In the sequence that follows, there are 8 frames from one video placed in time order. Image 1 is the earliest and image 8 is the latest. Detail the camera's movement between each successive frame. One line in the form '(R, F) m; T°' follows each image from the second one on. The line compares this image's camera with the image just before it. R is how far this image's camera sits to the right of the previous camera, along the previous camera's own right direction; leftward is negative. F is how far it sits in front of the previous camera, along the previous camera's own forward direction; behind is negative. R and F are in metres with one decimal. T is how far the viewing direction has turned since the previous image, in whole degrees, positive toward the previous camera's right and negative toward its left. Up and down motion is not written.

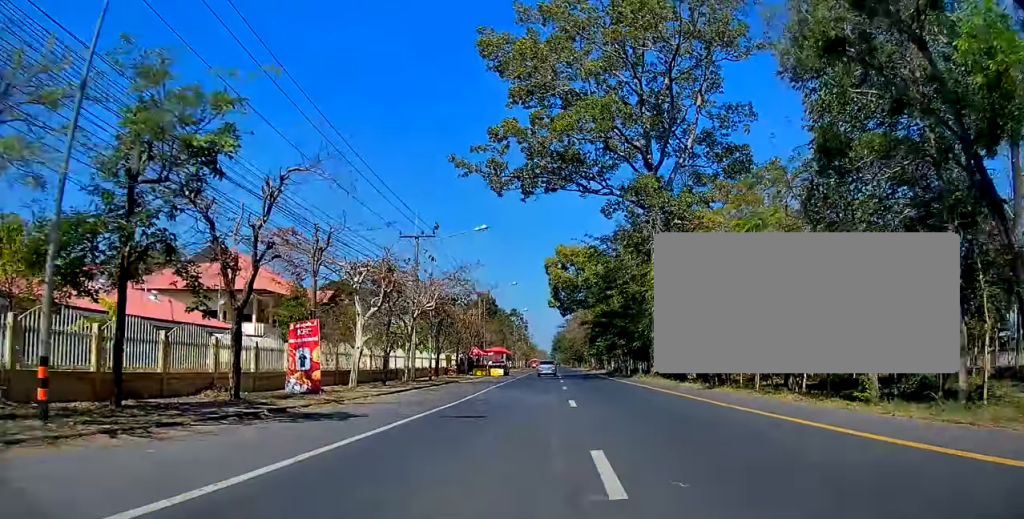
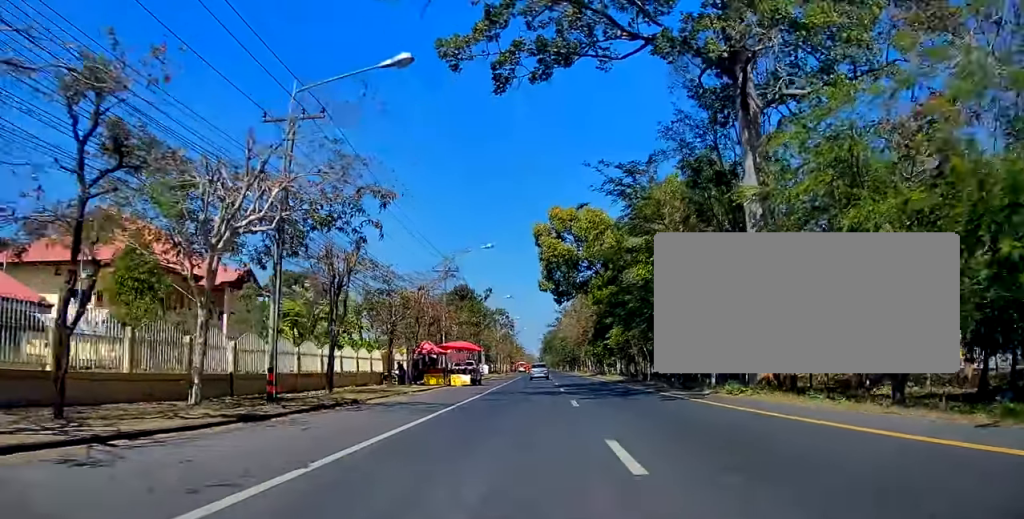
(-0.1, +22.9) m; 0°
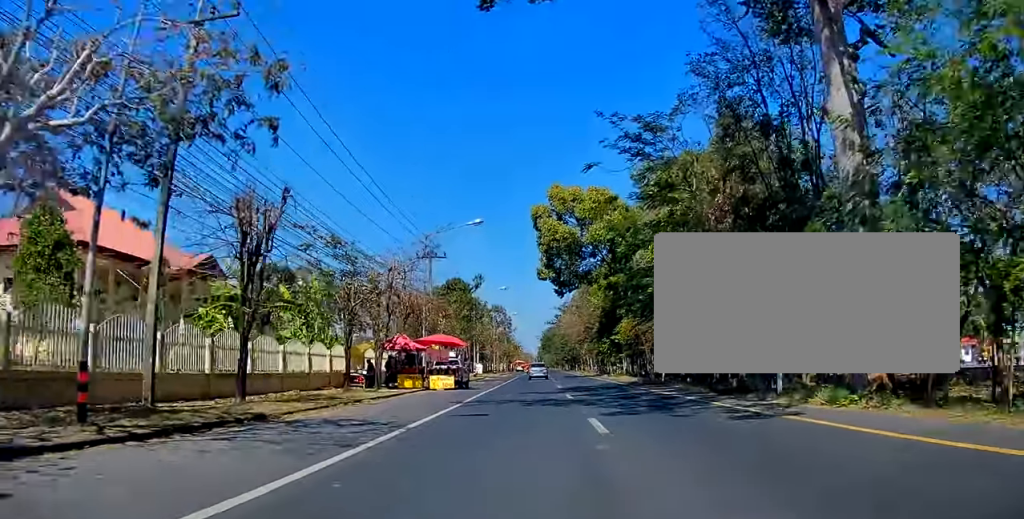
(0.0, +8.1) m; 0°
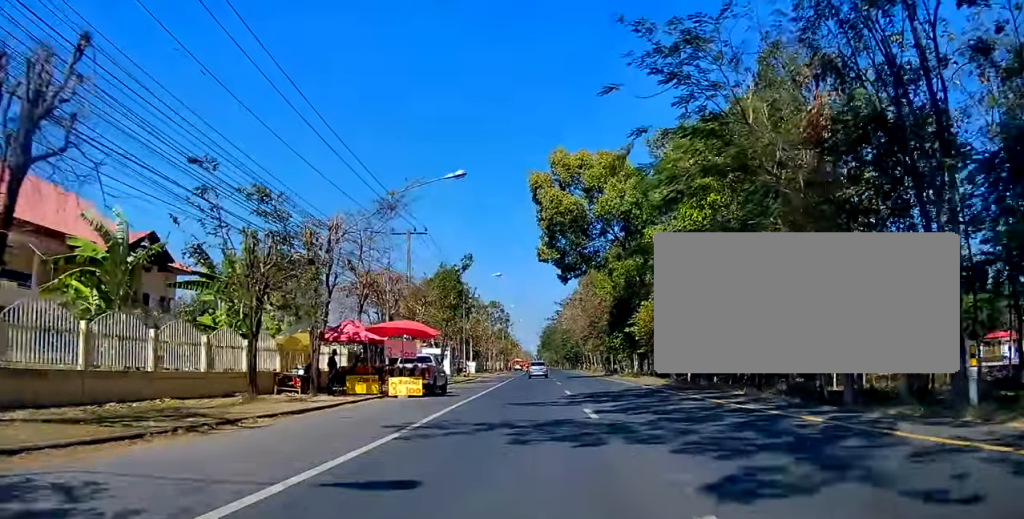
(0.0, +9.3) m; +1°
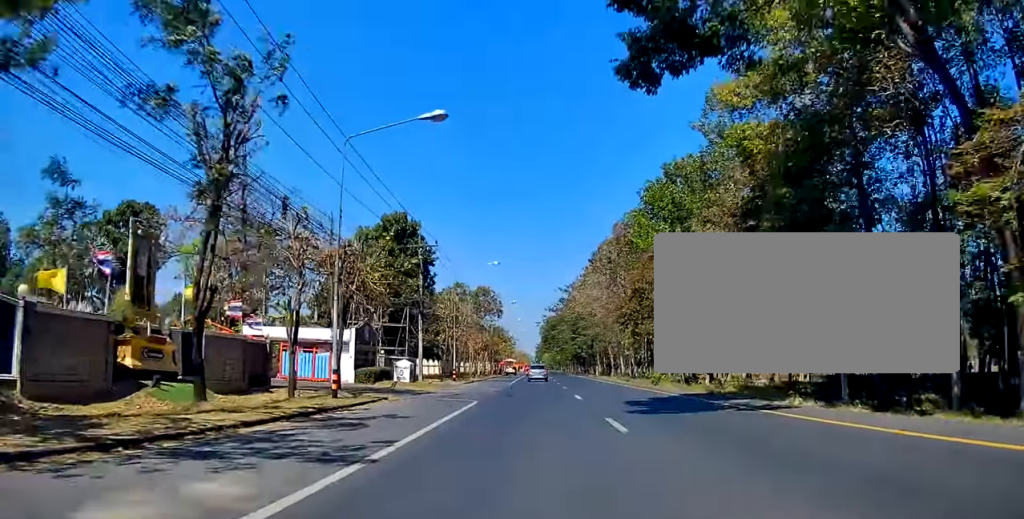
(+0.8, +38.9) m; 0°
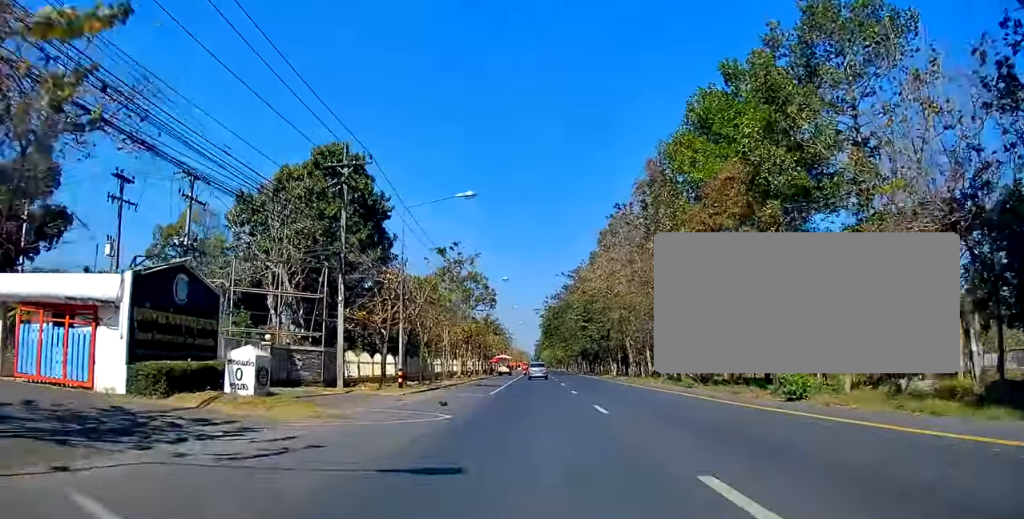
(-0.4, +20.2) m; -2°
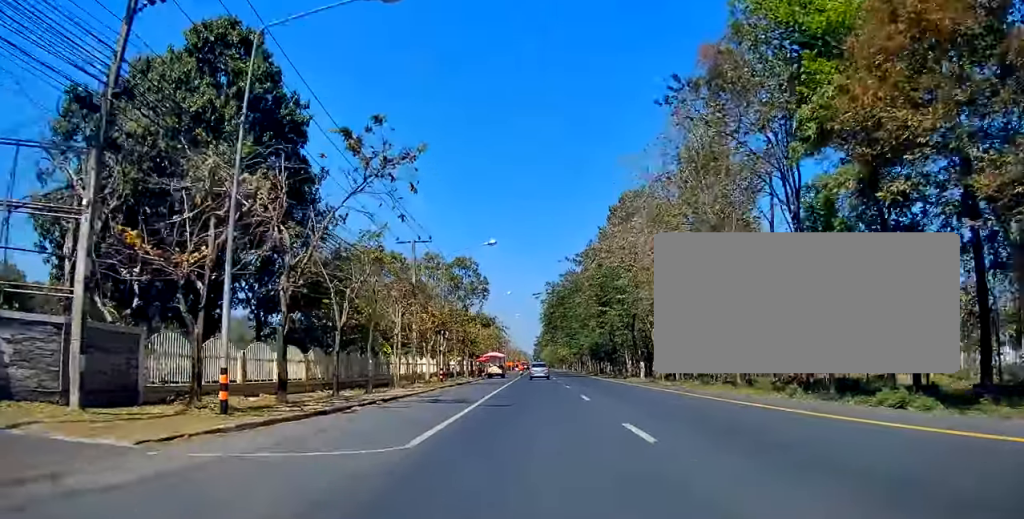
(-0.2, +18.1) m; +1°
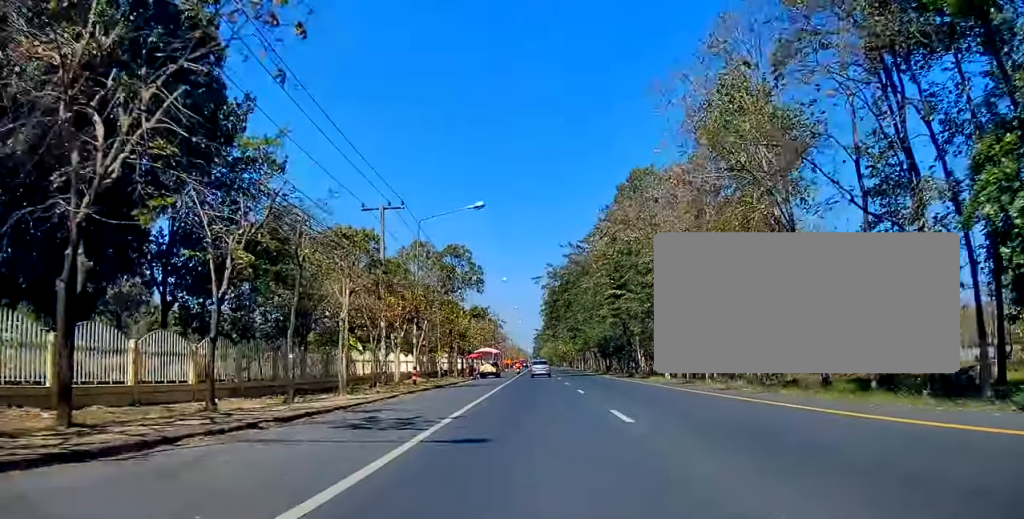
(-0.1, +9.5) m; +1°
